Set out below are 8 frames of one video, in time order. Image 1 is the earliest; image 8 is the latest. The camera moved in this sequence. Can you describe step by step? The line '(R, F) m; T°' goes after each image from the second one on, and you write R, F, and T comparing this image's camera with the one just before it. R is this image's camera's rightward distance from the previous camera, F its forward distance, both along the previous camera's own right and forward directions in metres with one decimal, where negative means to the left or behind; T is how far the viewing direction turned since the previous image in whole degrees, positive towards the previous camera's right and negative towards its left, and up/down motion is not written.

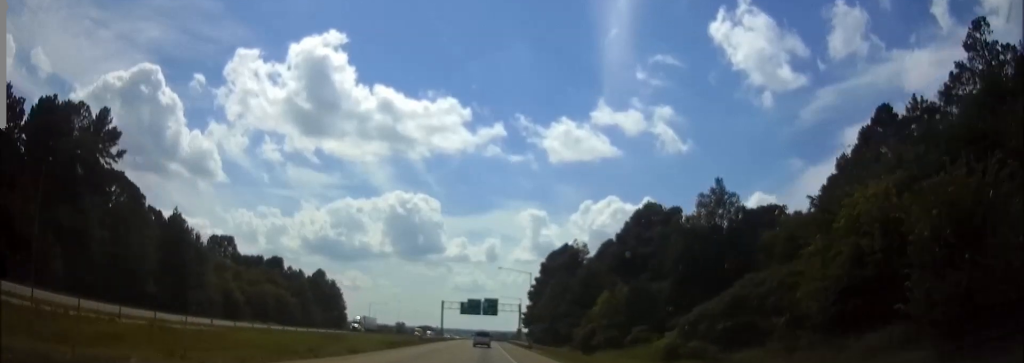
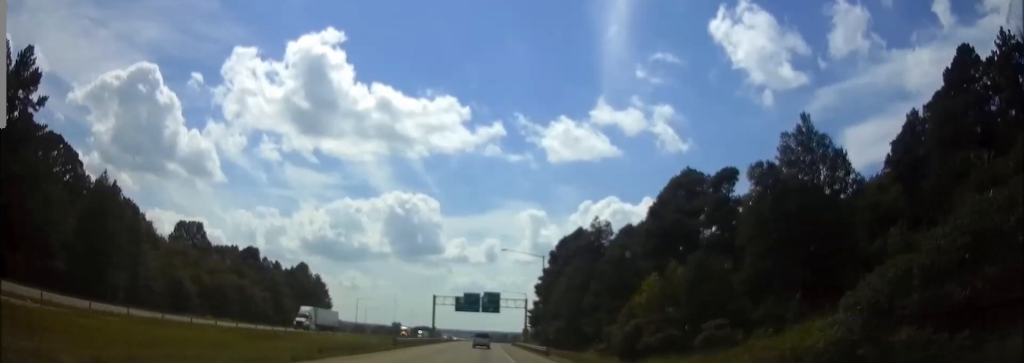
(0.0, +22.1) m; 0°
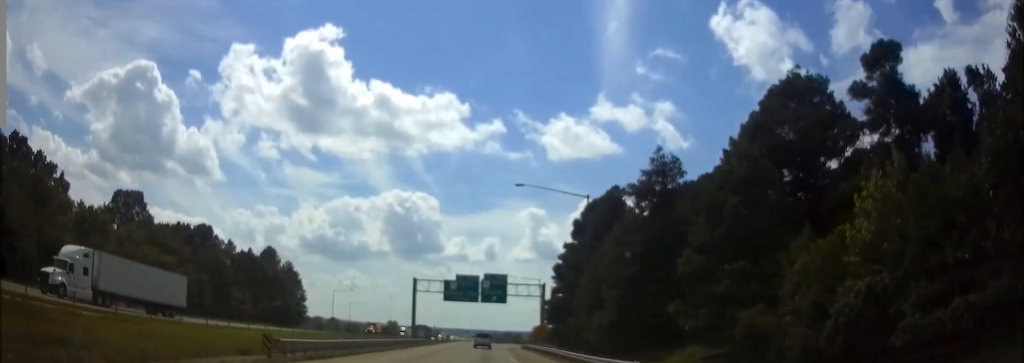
(0.0, +33.7) m; 0°
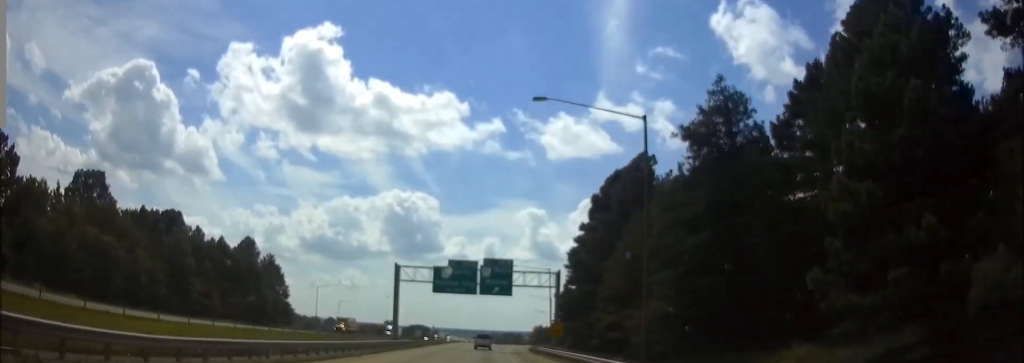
(0.0, +16.8) m; 0°
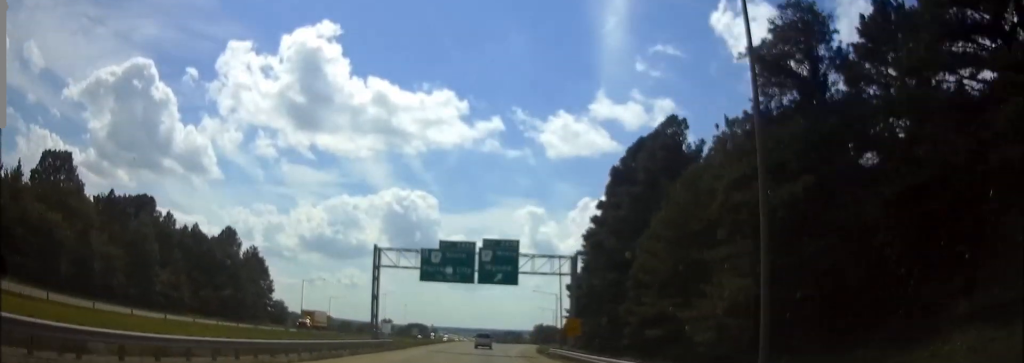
(0.0, +12.6) m; 0°
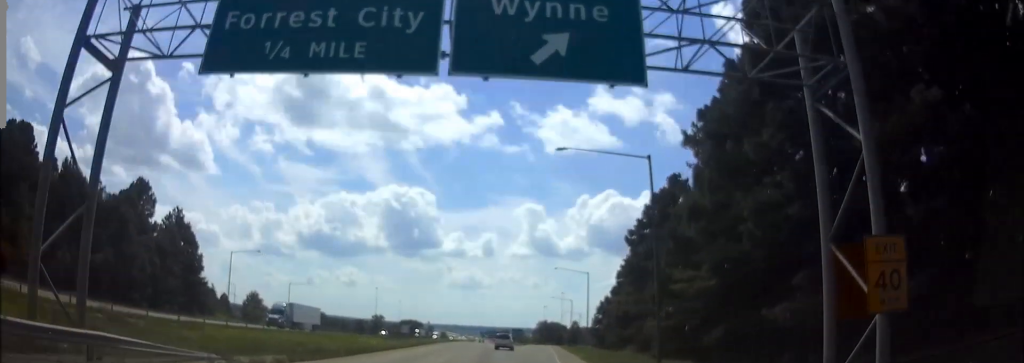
(0.0, +43.2) m; 0°
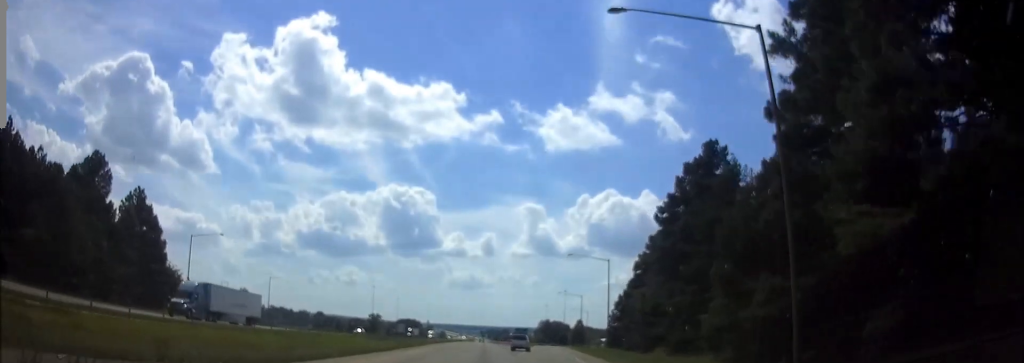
(0.0, +15.8) m; 0°
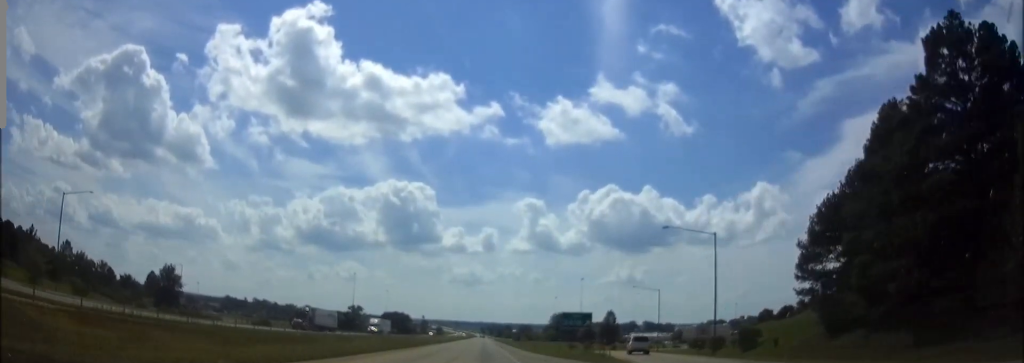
(+0.7, +83.2) m; +1°
